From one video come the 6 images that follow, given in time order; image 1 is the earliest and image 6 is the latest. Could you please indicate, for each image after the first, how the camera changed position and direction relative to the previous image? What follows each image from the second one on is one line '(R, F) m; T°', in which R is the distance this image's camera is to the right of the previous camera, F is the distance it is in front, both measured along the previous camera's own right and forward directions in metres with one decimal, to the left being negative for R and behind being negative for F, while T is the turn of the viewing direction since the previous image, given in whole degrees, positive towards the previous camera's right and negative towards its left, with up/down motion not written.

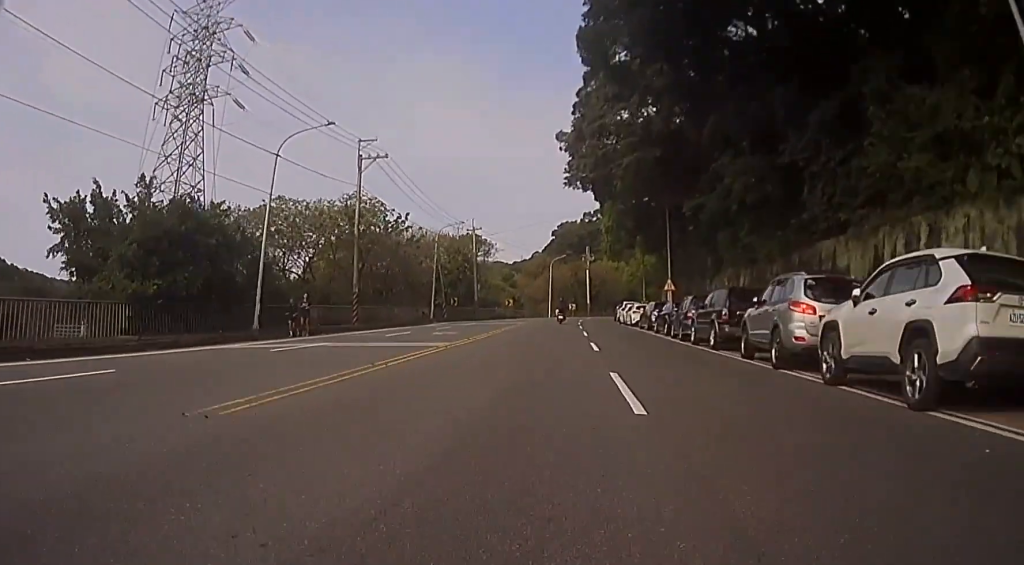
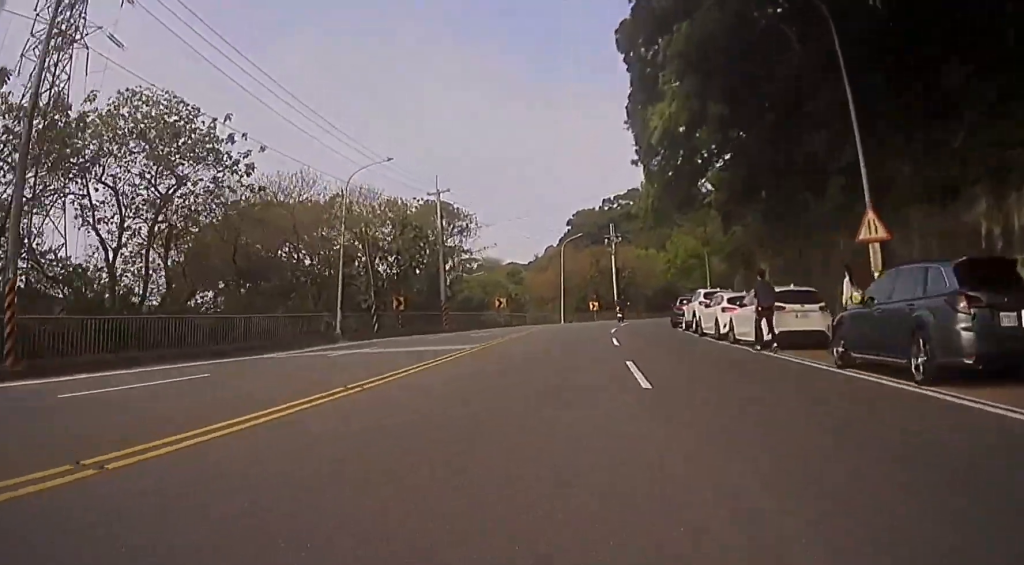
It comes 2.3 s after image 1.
(0.0, +27.7) m; 0°
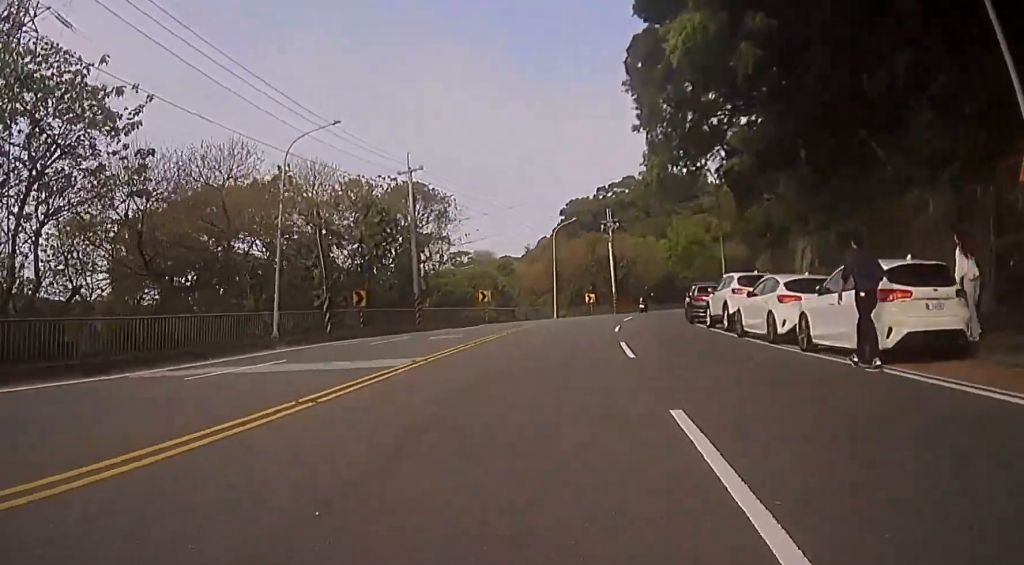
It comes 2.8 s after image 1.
(0.0, +6.5) m; 0°
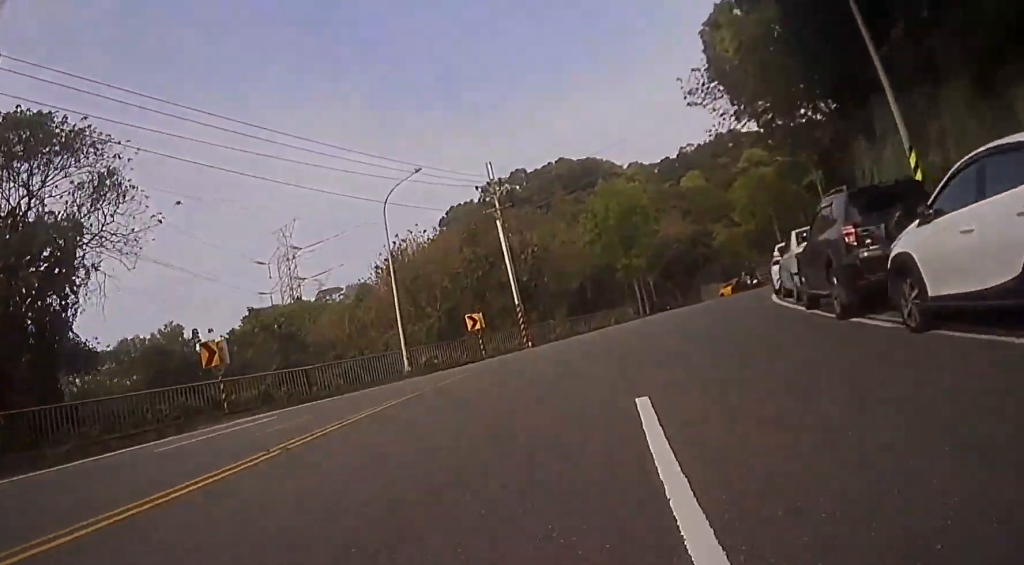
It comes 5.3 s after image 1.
(+0.9, +29.9) m; +8°
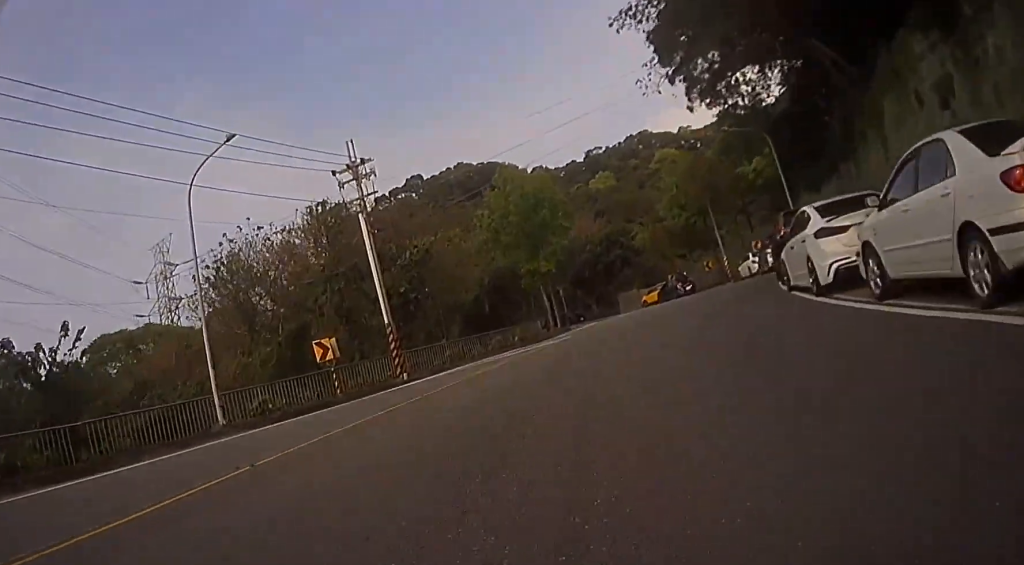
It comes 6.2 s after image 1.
(+0.7, +9.4) m; +6°
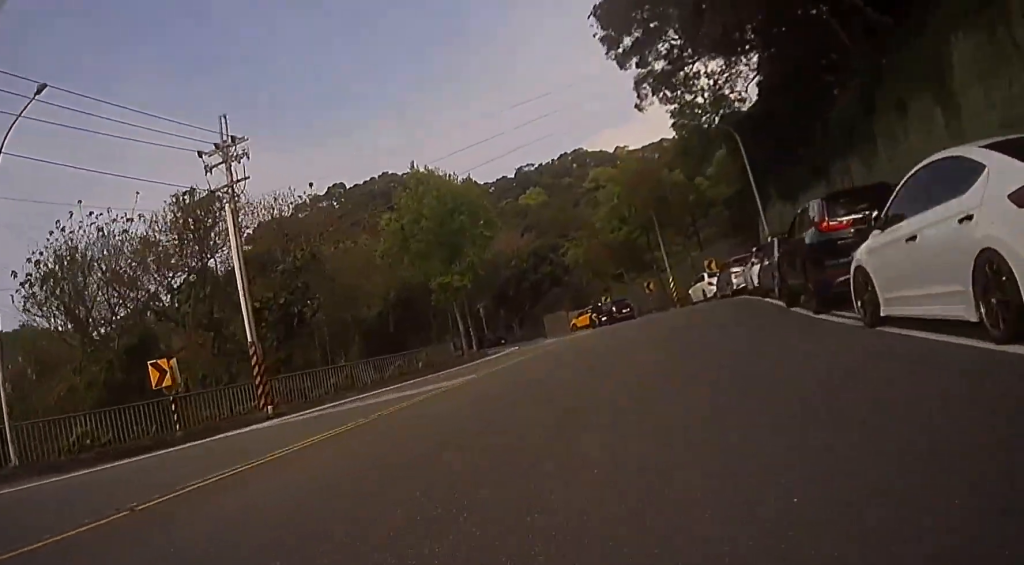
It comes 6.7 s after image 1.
(+0.2, +6.4) m; +4°
